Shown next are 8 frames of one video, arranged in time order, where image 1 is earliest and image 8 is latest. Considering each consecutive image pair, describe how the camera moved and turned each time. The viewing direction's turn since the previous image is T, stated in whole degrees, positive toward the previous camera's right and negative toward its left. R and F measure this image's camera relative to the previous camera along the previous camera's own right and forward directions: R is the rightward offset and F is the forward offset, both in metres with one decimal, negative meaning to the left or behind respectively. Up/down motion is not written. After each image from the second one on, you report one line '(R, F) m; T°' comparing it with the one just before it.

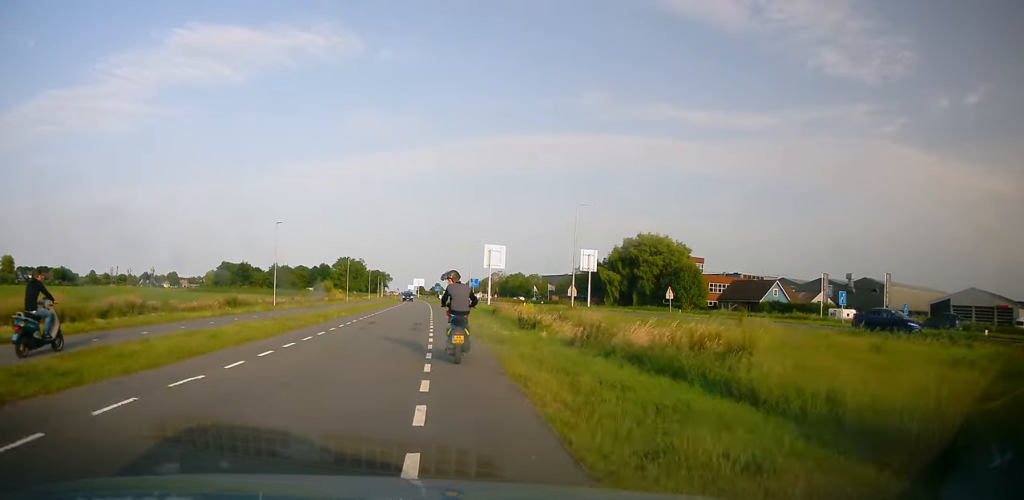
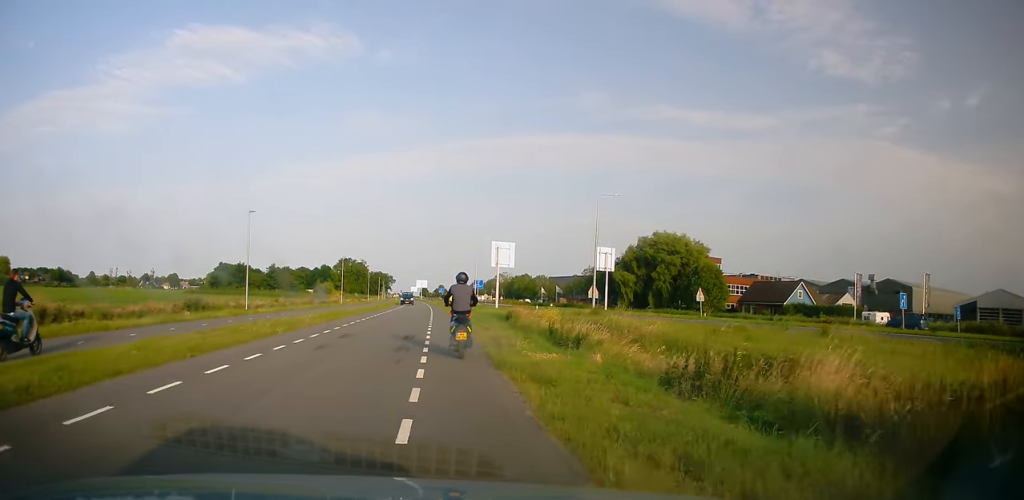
(+0.1, +6.8) m; 0°
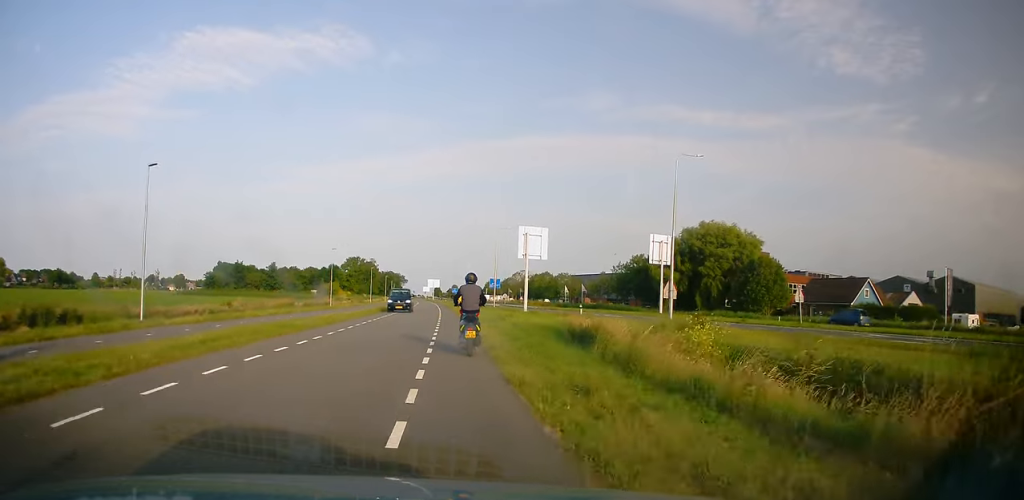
(0.0, +14.2) m; +1°
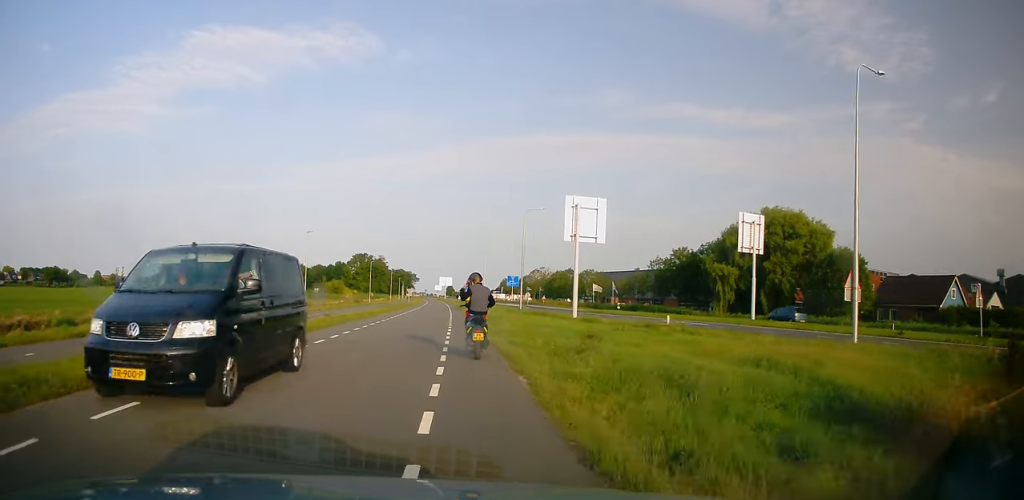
(-0.3, +15.6) m; -5°
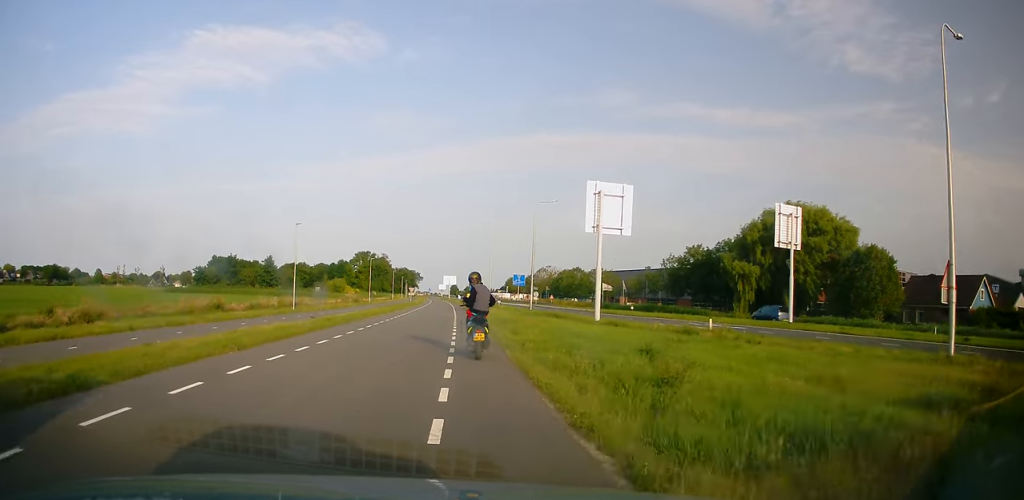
(-0.1, +4.4) m; -1°
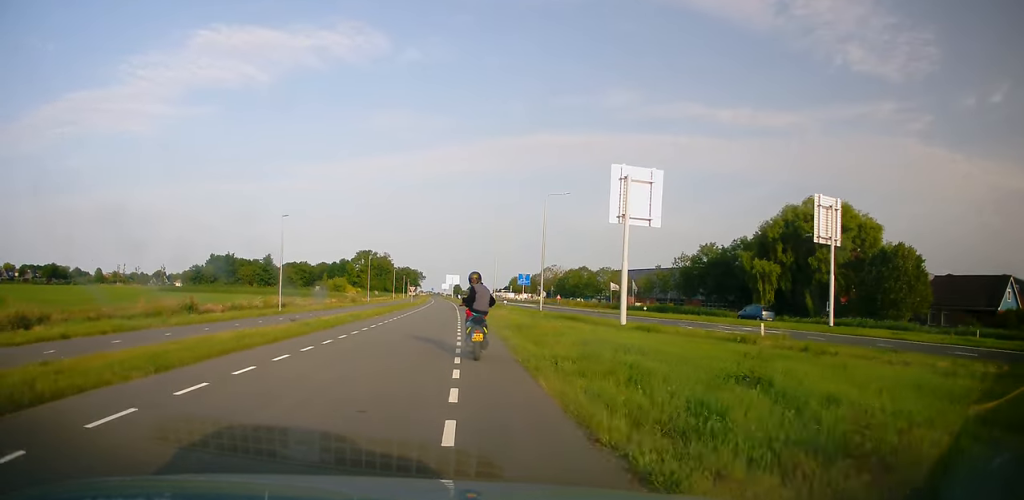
(-0.1, +4.1) m; +1°
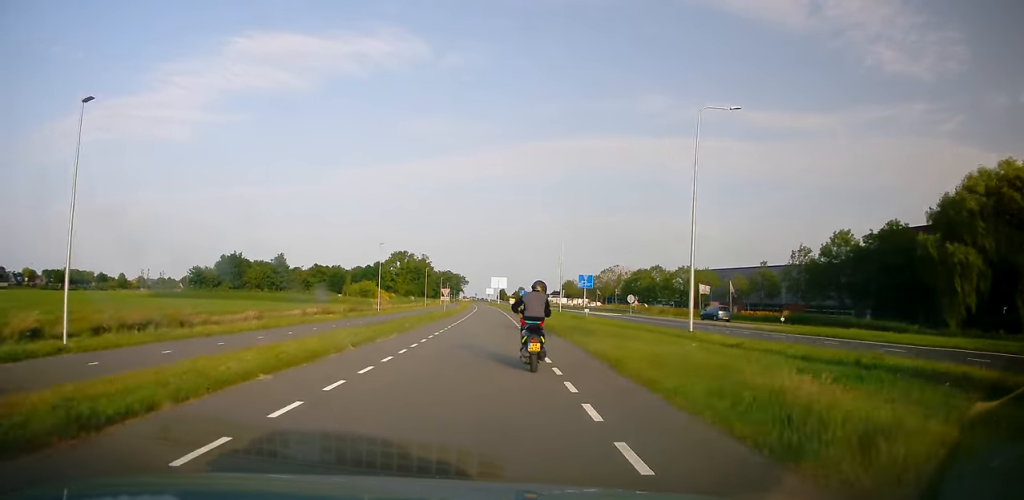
(0.0, +25.4) m; -3°
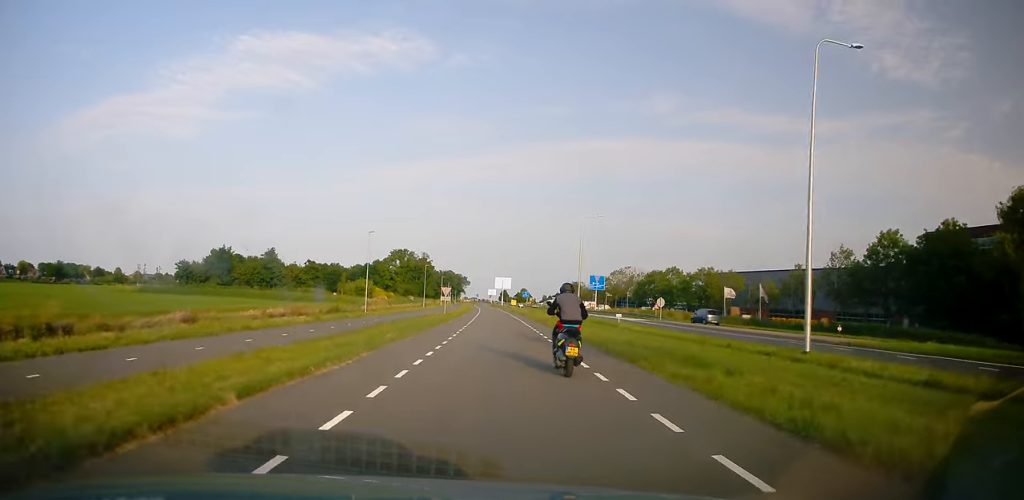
(-0.1, +8.9) m; 0°
